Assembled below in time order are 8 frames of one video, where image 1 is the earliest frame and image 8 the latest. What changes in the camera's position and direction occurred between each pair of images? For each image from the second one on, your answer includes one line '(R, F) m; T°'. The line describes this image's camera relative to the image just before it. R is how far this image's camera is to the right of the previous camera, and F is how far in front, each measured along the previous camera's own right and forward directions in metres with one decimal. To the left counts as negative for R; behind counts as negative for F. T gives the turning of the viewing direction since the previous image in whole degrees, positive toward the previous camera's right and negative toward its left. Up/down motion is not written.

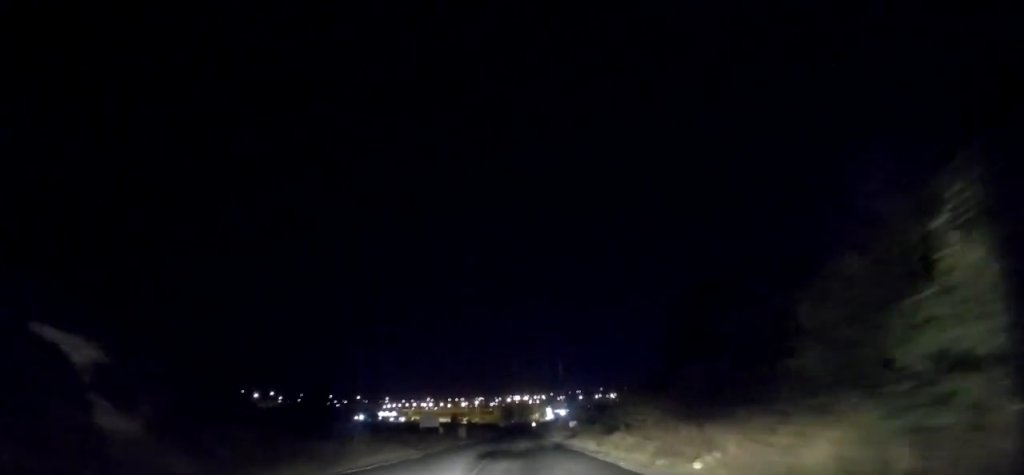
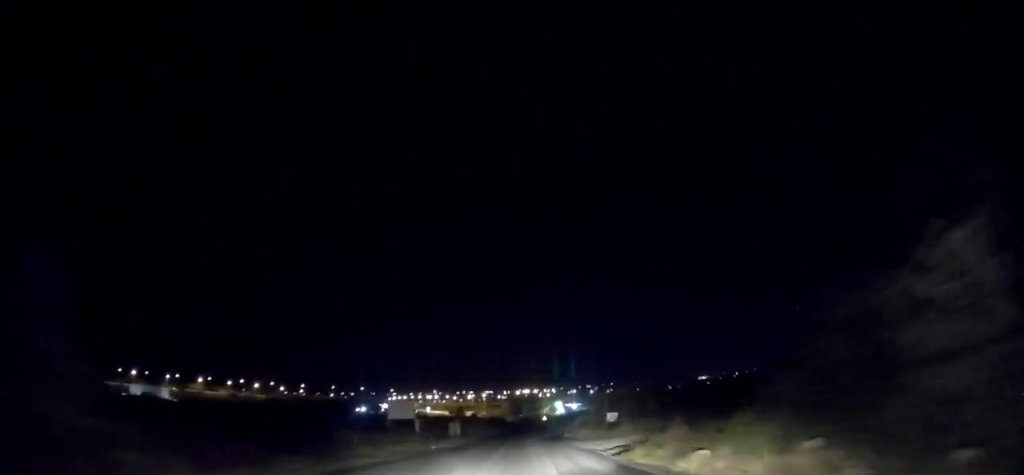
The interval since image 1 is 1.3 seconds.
(+0.9, +22.5) m; +3°
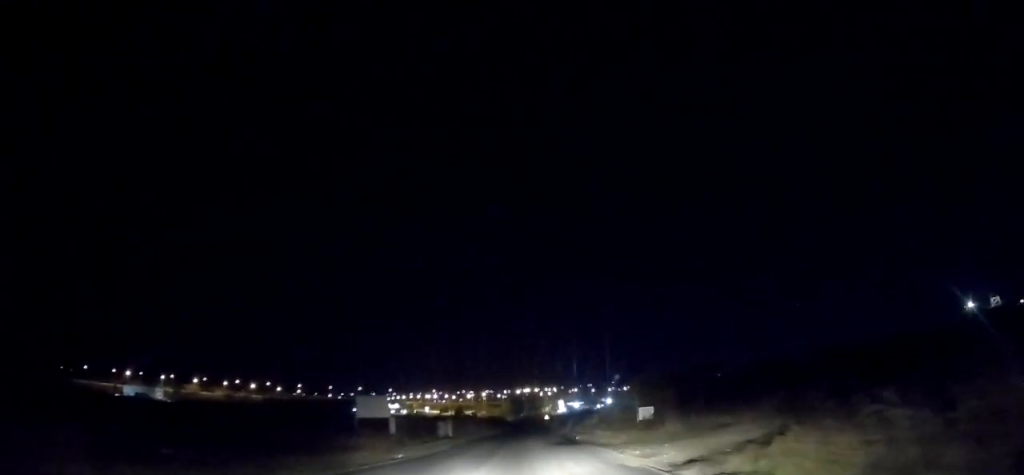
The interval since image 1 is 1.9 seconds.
(+0.3, +10.9) m; 0°
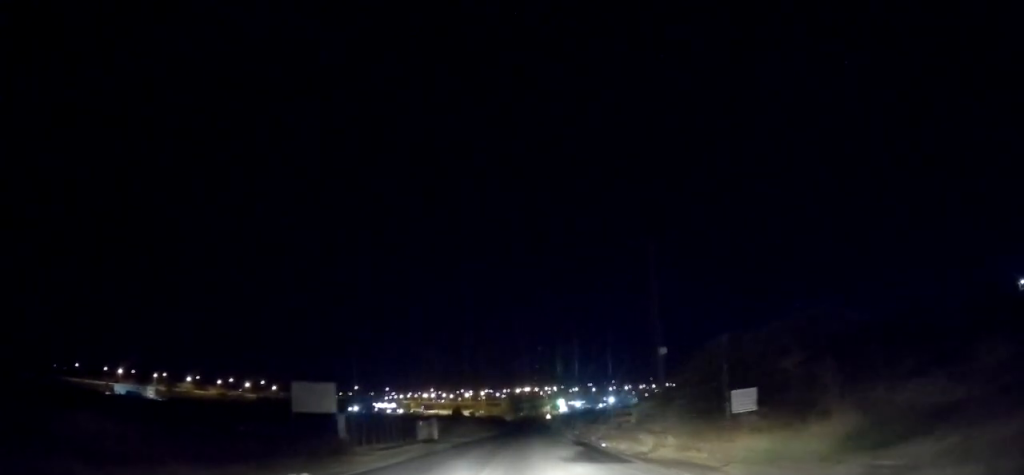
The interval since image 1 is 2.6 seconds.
(-0.4, +12.6) m; -1°
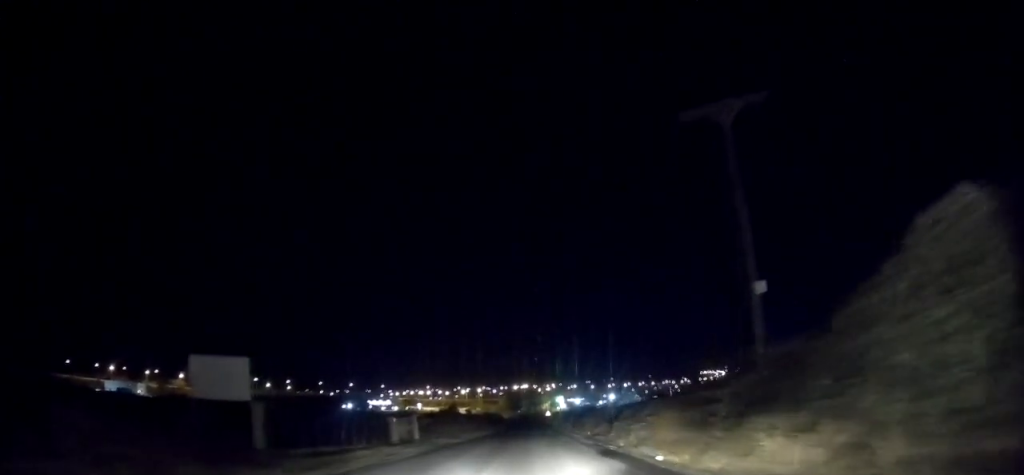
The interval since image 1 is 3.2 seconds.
(-0.1, +10.6) m; 0°
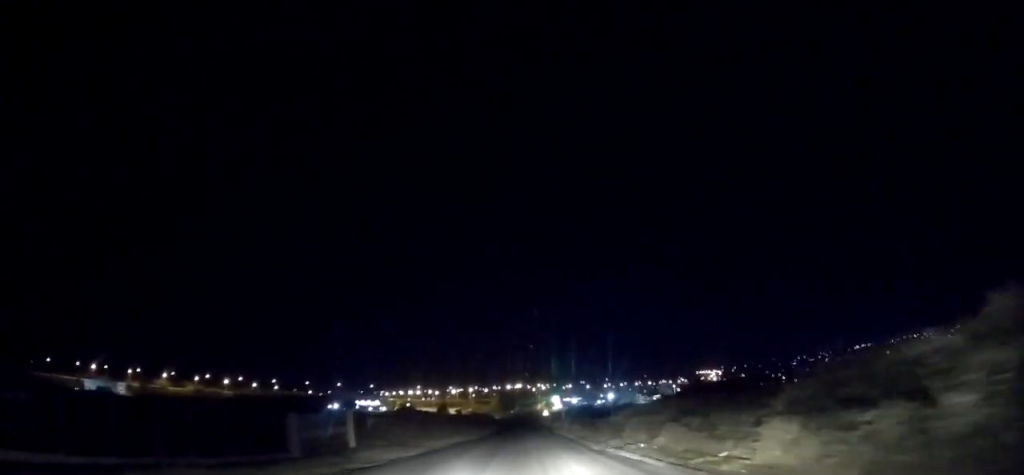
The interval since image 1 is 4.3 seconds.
(0.0, +19.7) m; 0°
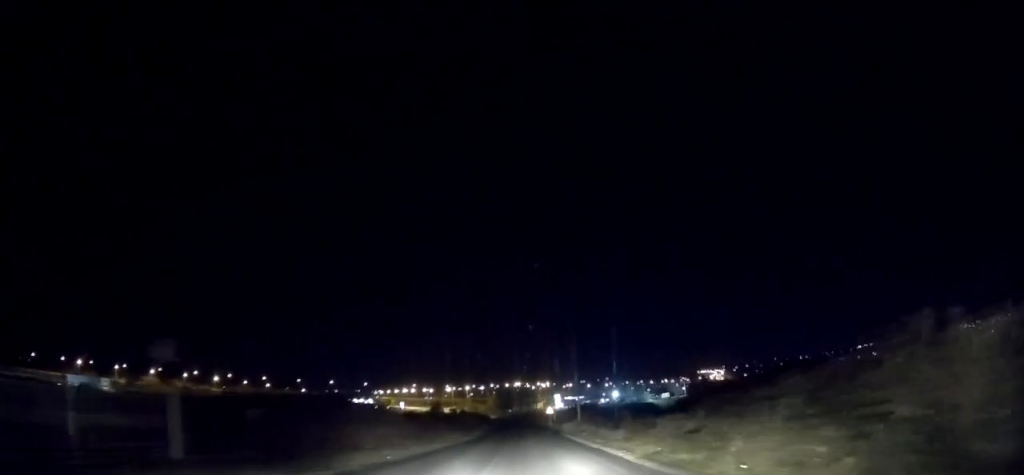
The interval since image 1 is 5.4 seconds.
(0.0, +19.9) m; 0°
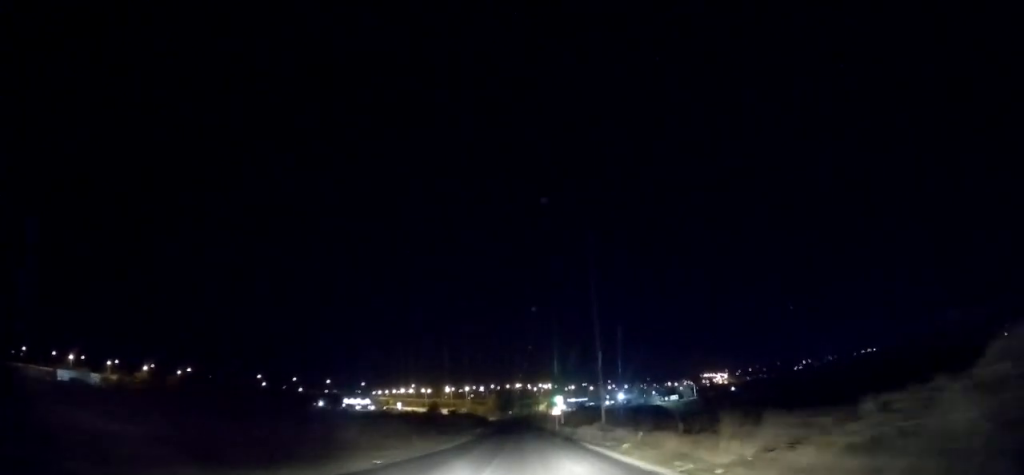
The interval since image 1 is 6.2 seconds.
(0.0, +13.5) m; +1°
